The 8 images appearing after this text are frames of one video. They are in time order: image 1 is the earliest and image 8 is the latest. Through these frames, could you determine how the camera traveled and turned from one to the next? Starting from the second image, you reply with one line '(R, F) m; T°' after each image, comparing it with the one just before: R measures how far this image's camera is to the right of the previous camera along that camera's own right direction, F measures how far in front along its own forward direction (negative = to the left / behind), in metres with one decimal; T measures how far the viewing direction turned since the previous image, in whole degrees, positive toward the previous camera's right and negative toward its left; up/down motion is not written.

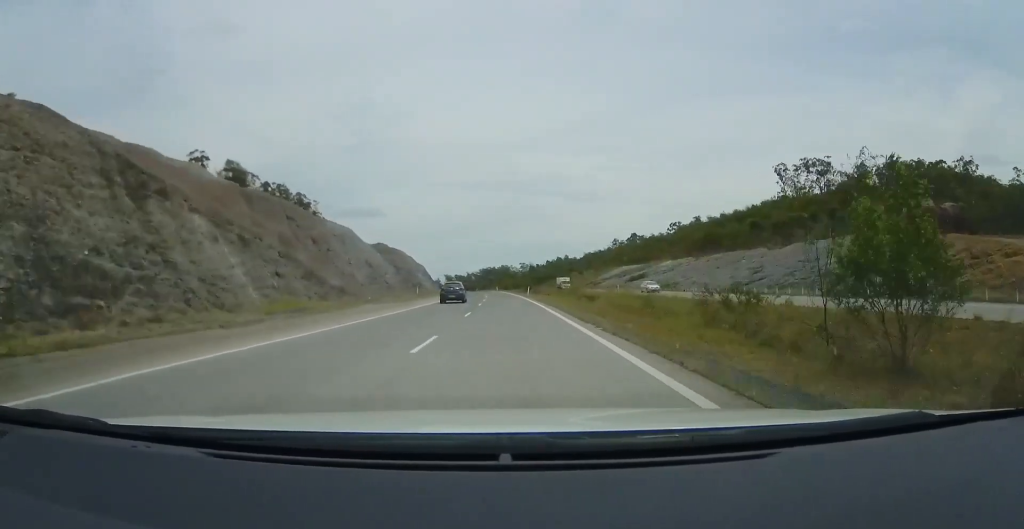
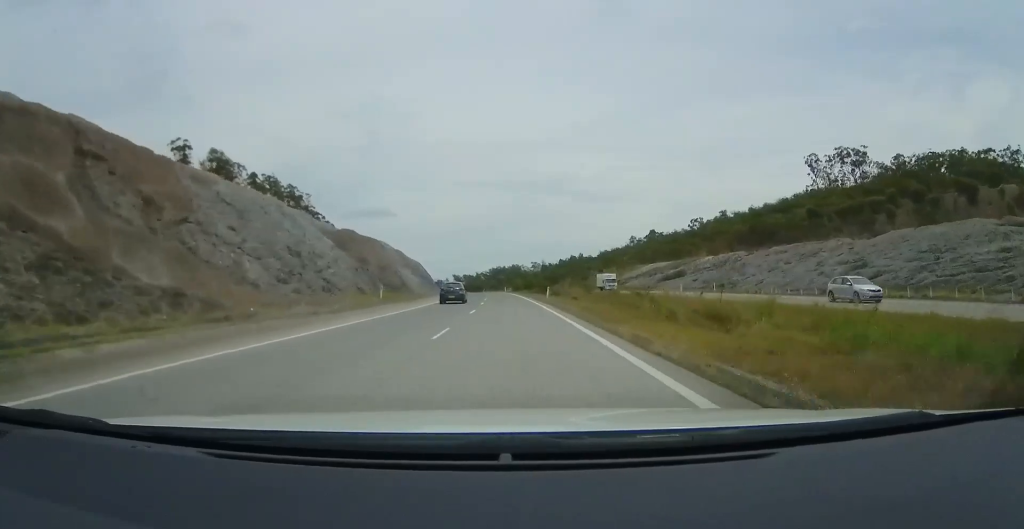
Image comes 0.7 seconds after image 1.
(-0.3, +21.9) m; -1°
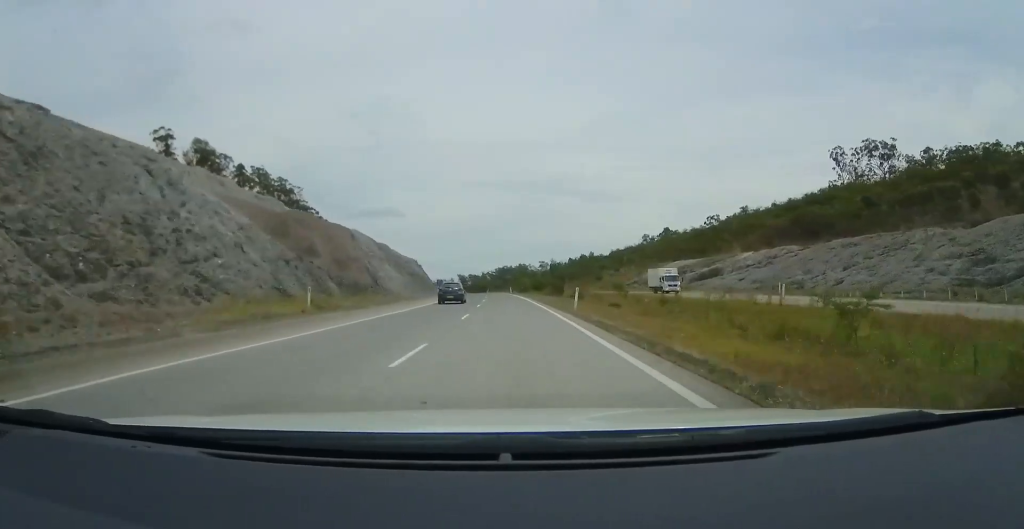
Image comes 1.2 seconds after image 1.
(-0.2, +15.9) m; -1°
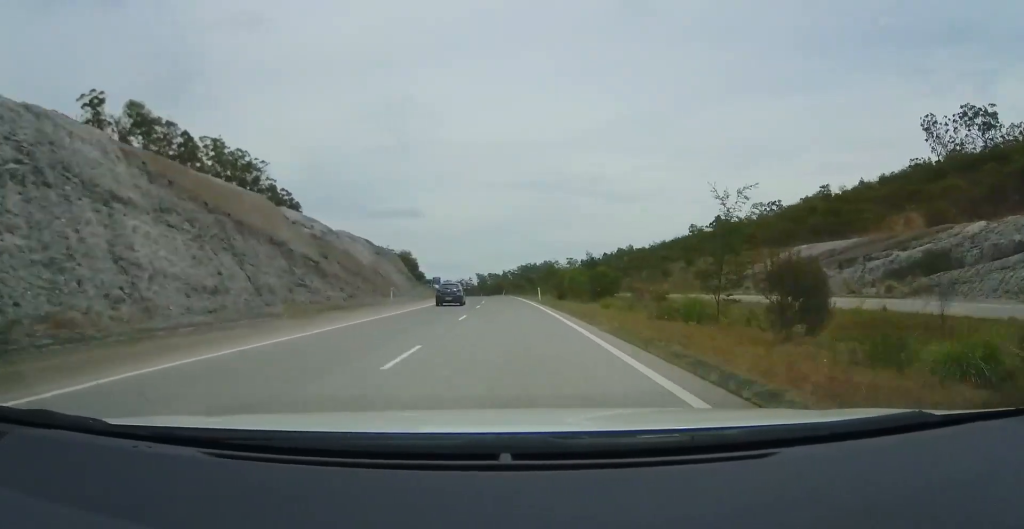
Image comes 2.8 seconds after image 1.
(-0.8, +48.8) m; -2°
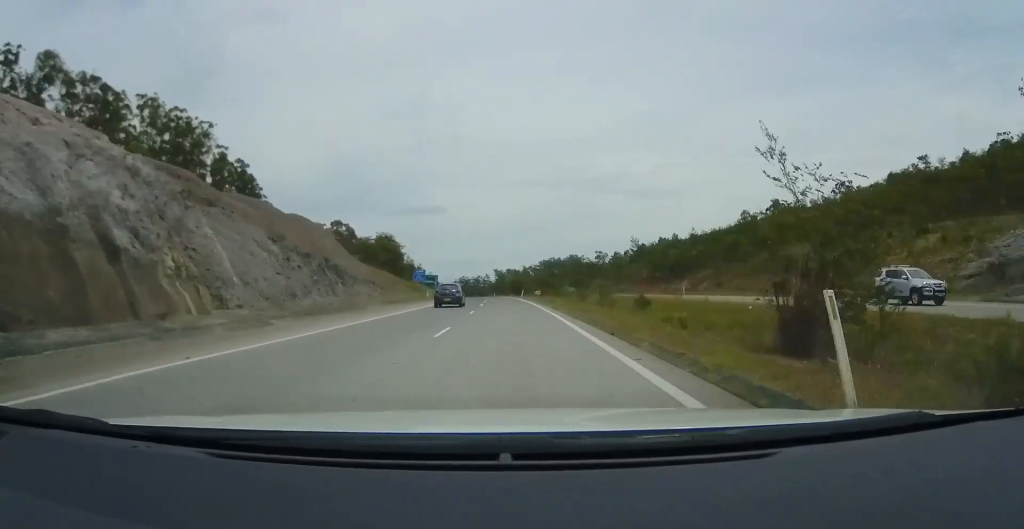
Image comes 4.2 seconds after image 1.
(-0.4, +42.8) m; -2°
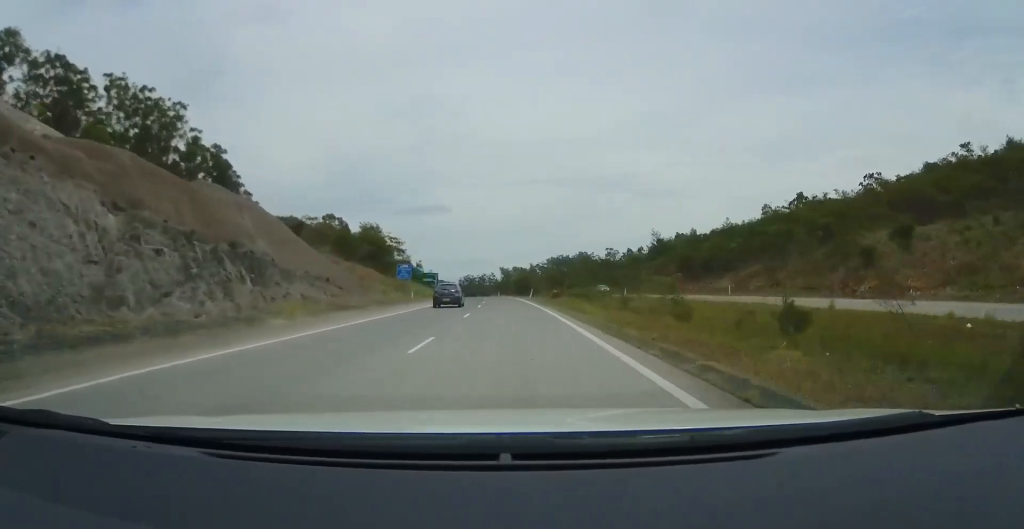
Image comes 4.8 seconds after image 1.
(-0.3, +15.8) m; -1°
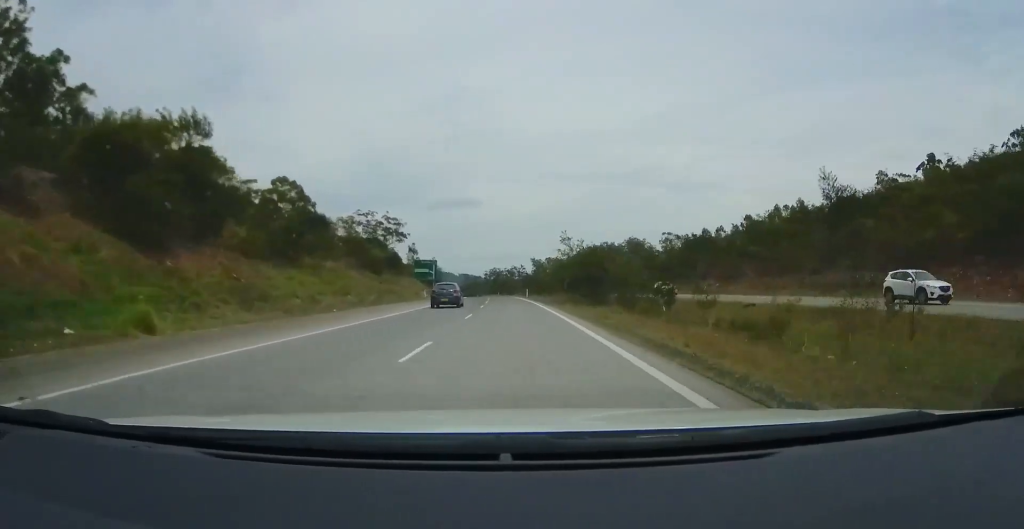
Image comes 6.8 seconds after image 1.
(-1.9, +60.6) m; -4°
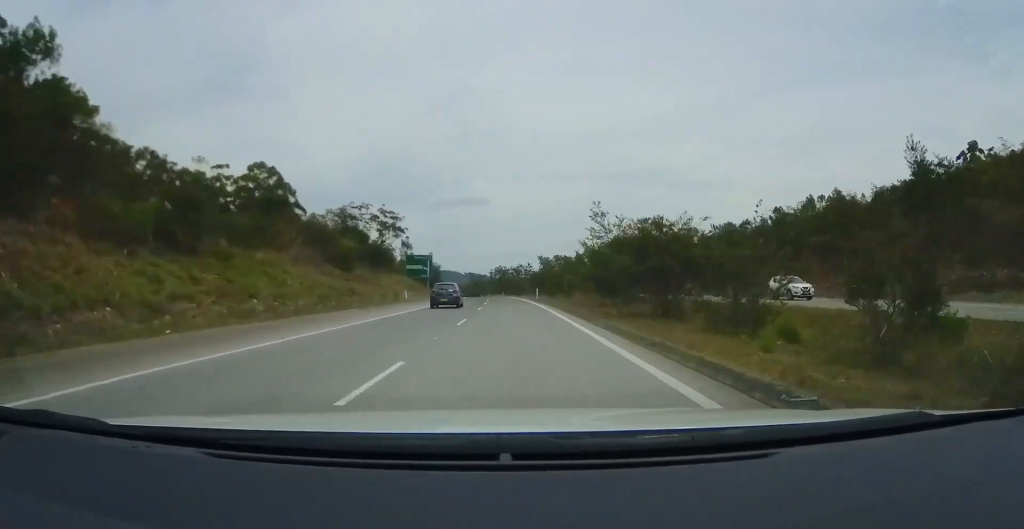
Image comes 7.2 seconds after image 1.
(-0.2, +14.5) m; -1°
